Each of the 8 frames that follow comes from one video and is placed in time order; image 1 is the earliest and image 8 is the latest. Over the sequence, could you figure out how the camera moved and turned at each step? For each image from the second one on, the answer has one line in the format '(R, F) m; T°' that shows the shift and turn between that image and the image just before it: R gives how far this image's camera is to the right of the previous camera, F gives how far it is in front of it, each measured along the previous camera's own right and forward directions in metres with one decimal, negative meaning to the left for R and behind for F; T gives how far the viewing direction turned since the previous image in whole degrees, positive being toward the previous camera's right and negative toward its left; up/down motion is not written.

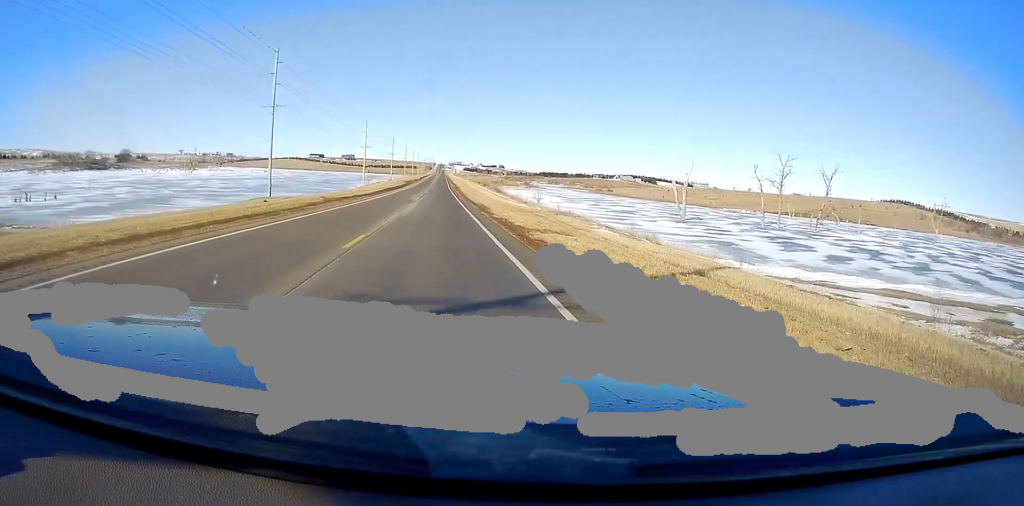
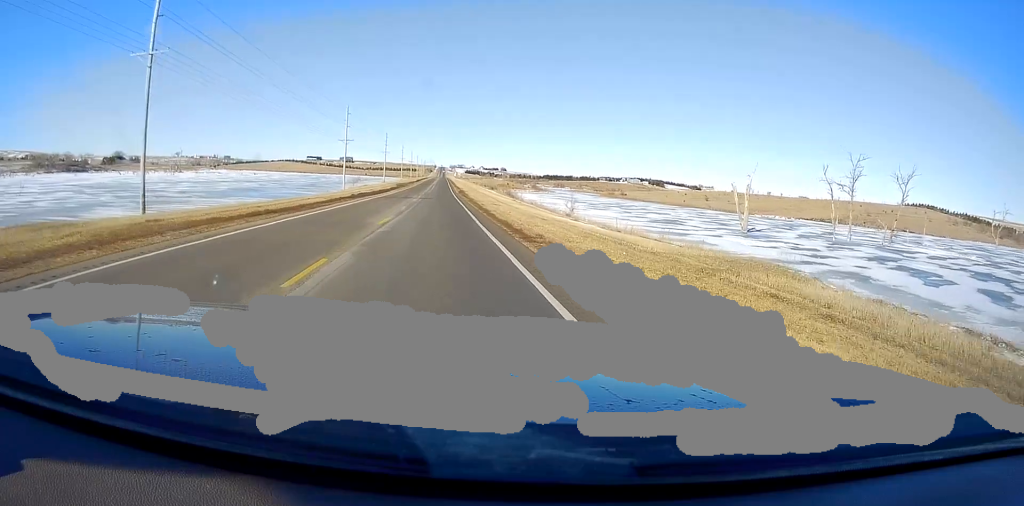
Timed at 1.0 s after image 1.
(0.0, +30.0) m; 0°
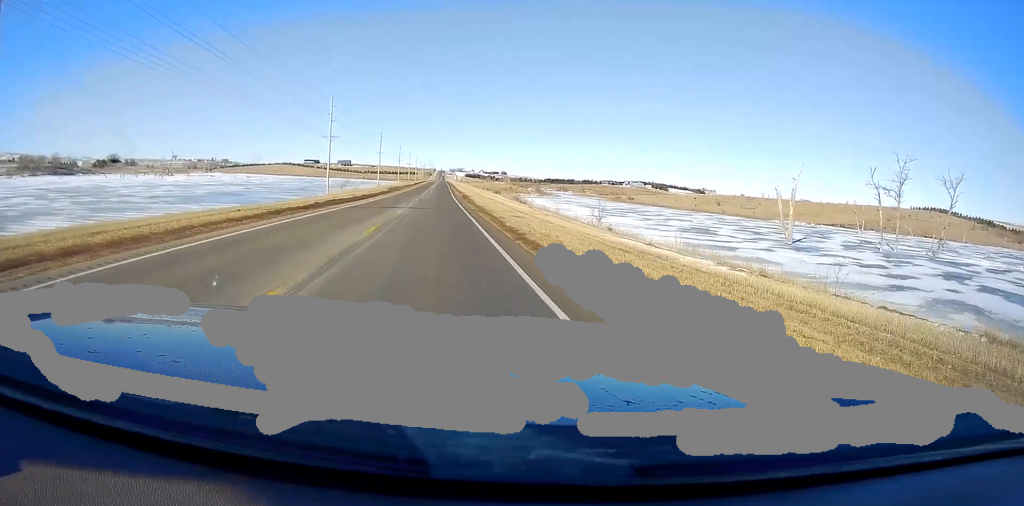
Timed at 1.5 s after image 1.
(0.0, +16.1) m; 0°
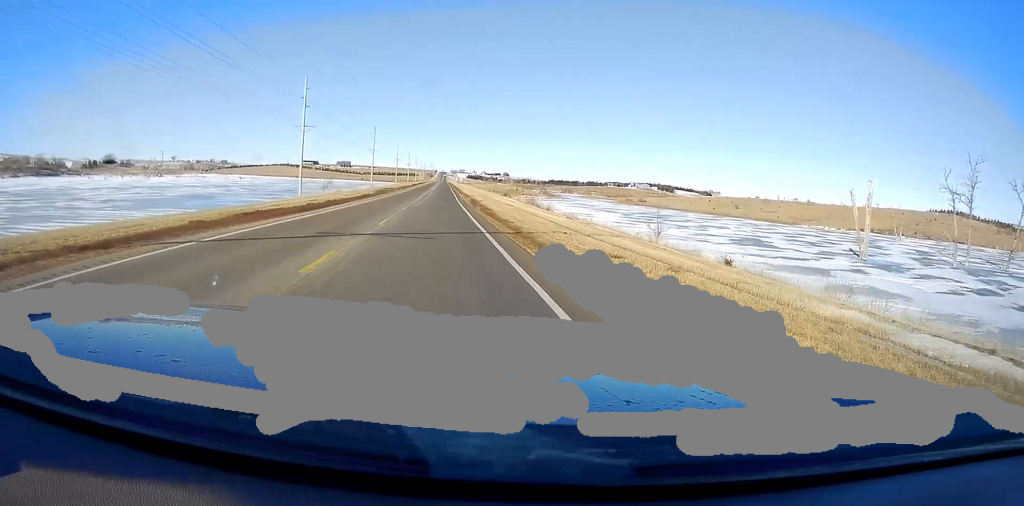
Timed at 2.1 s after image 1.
(0.0, +20.2) m; 0°
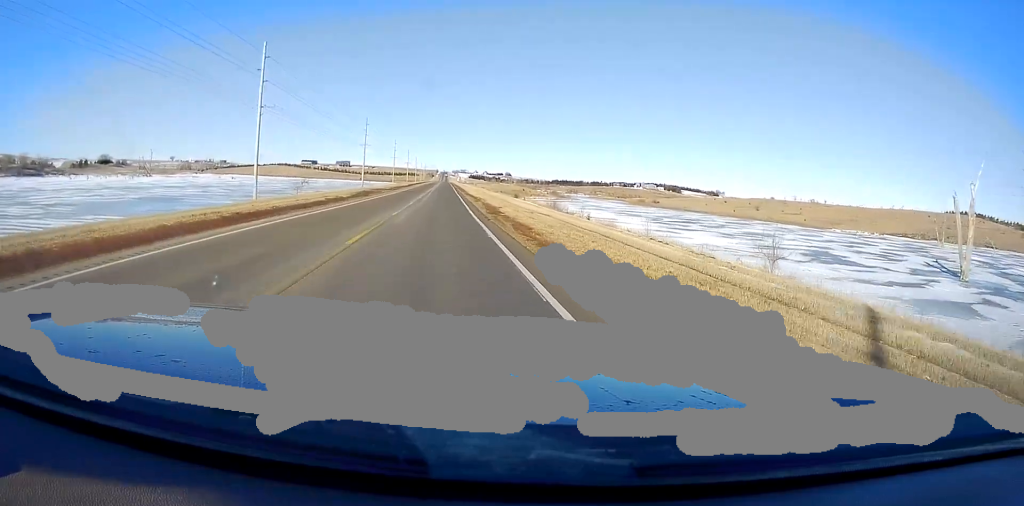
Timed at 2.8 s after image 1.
(0.0, +20.1) m; 0°
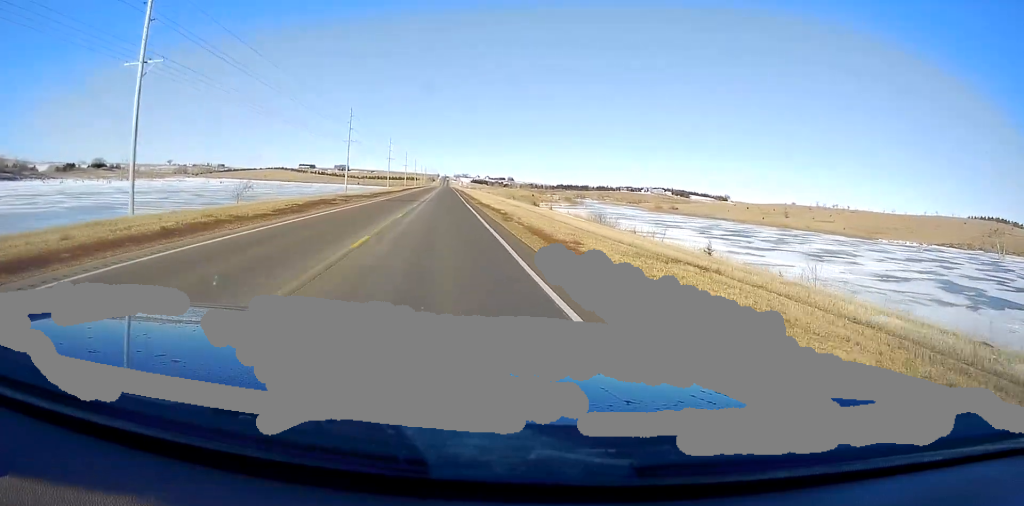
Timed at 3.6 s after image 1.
(0.0, +25.6) m; 0°
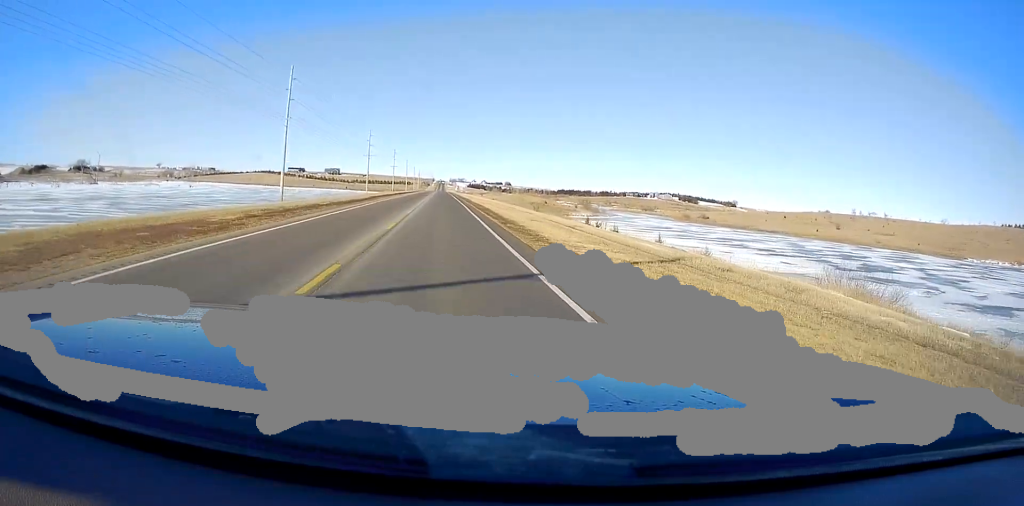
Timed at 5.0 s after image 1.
(0.0, +42.6) m; 0°
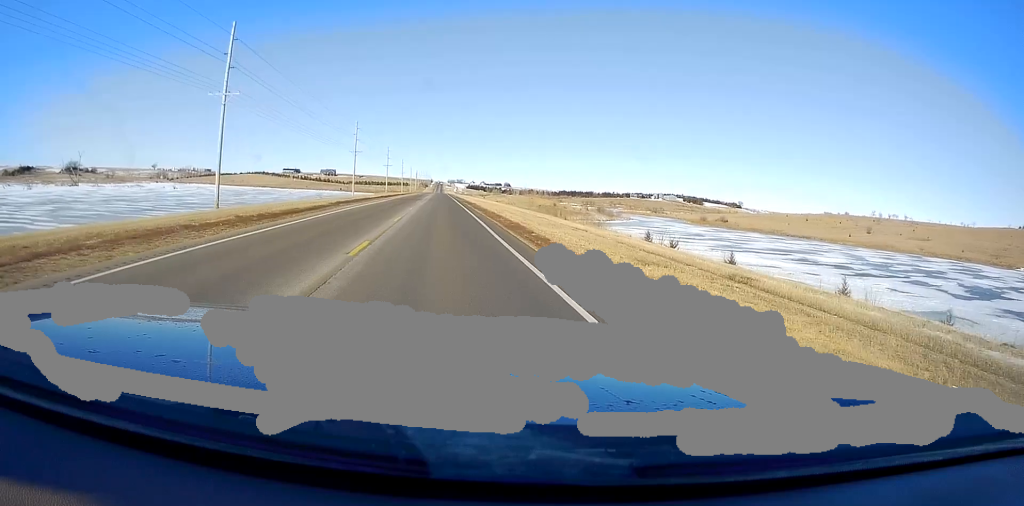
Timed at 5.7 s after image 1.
(0.0, +20.2) m; 0°
